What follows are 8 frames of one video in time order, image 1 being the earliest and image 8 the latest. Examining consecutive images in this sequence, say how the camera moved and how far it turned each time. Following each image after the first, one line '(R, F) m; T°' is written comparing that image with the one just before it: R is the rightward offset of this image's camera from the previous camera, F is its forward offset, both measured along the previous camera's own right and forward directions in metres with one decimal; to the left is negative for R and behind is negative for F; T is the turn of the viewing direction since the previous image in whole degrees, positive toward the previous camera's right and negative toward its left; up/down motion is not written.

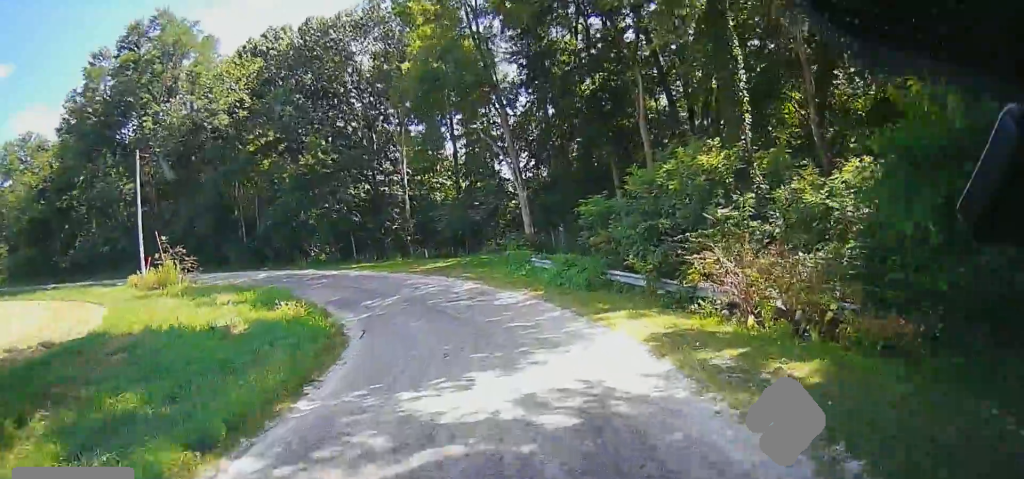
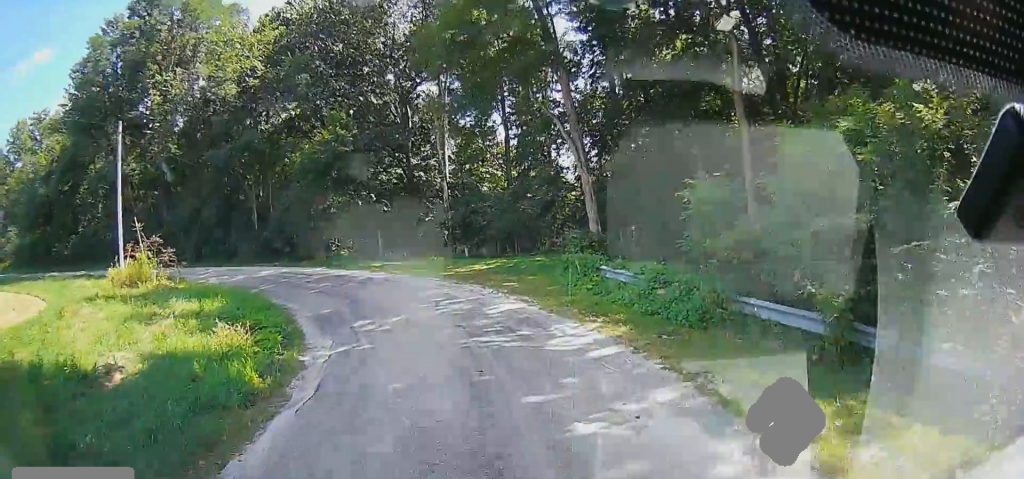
(+0.1, +7.6) m; -4°
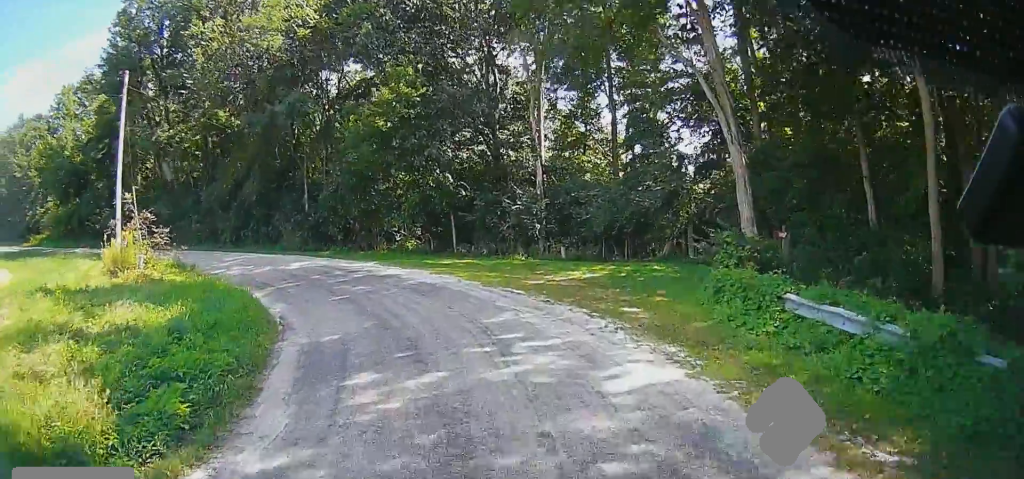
(-0.7, +8.1) m; -9°
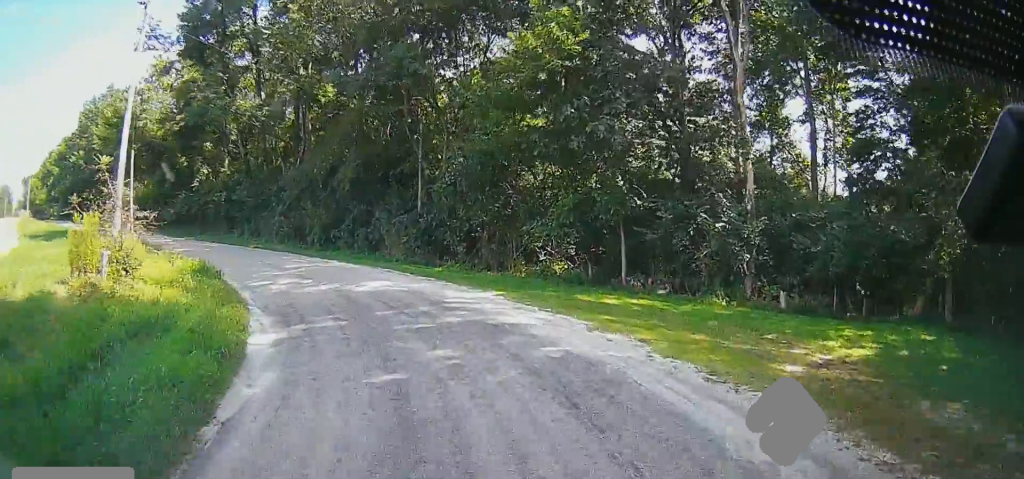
(-0.9, +9.5) m; -10°
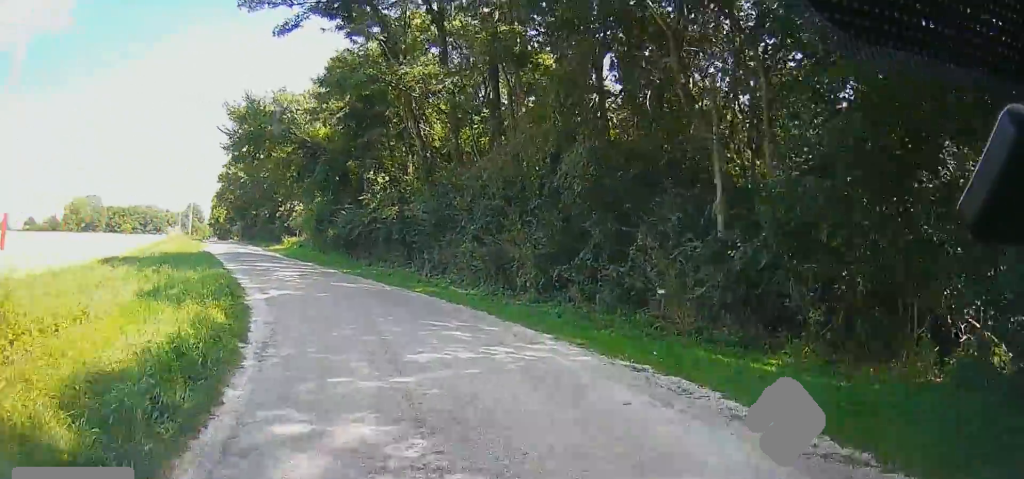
(-2.6, +12.1) m; -31°
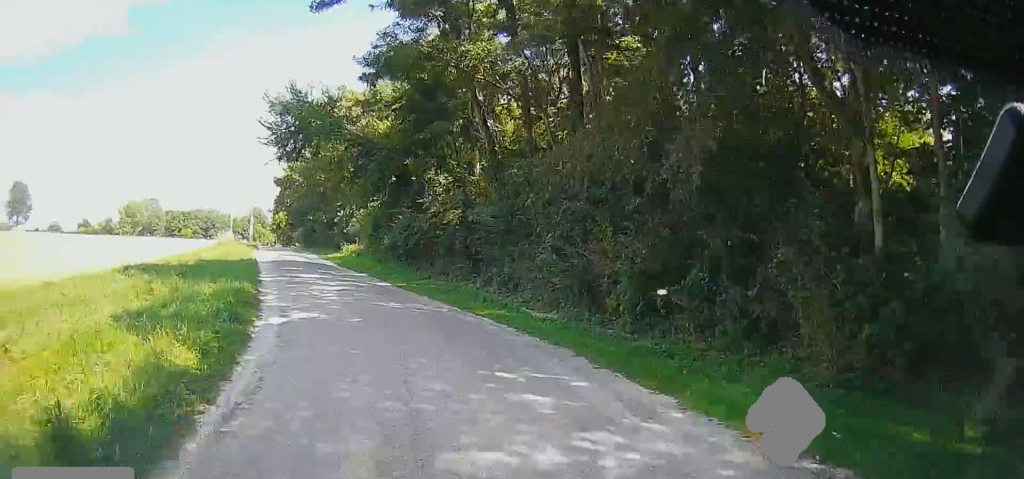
(-0.9, +3.5) m; -8°
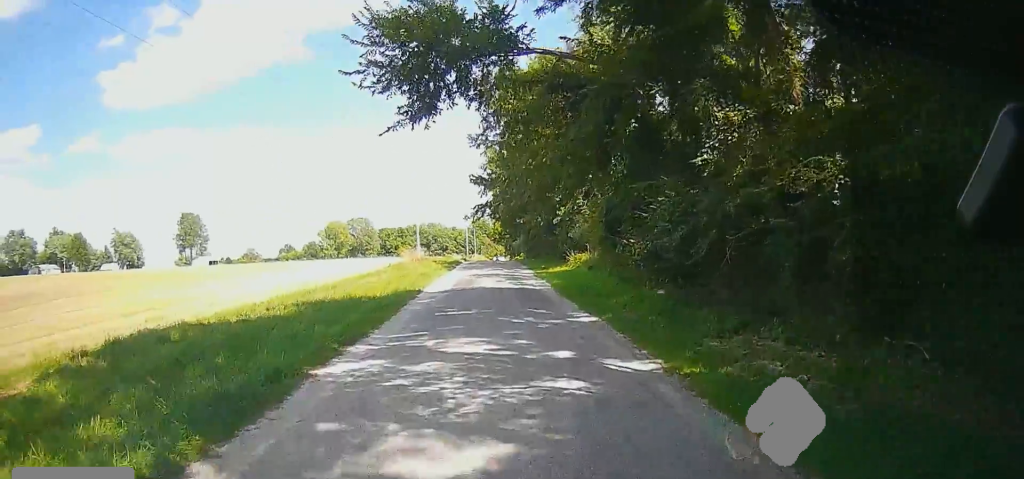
(-1.7, +14.2) m; -7°
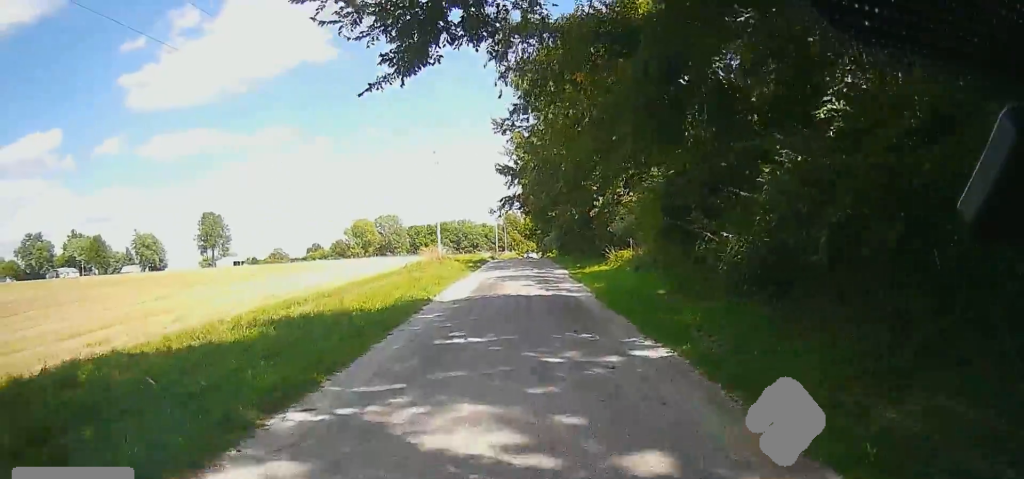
(0.0, +5.1) m; 0°
